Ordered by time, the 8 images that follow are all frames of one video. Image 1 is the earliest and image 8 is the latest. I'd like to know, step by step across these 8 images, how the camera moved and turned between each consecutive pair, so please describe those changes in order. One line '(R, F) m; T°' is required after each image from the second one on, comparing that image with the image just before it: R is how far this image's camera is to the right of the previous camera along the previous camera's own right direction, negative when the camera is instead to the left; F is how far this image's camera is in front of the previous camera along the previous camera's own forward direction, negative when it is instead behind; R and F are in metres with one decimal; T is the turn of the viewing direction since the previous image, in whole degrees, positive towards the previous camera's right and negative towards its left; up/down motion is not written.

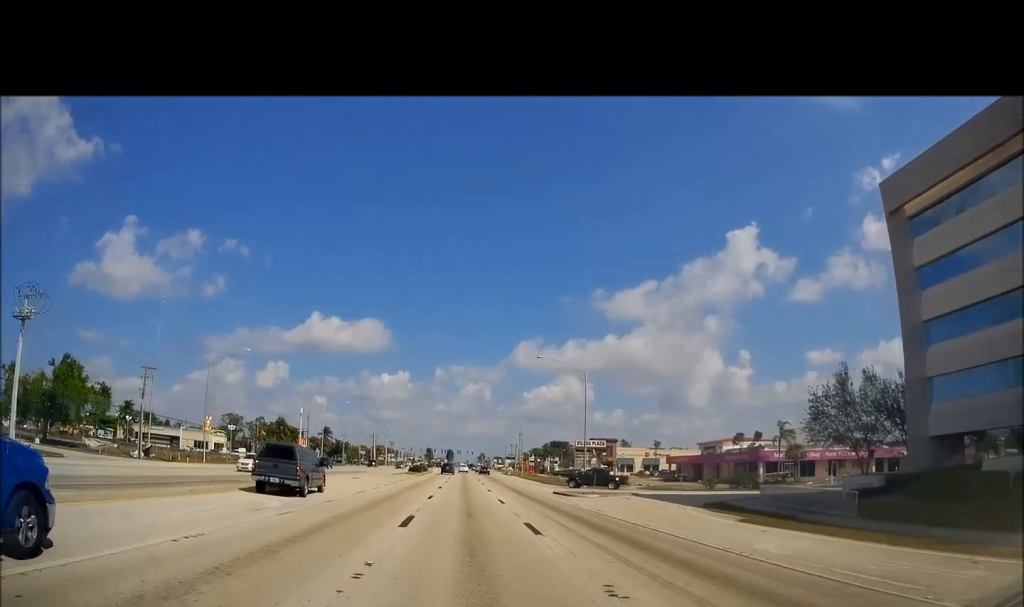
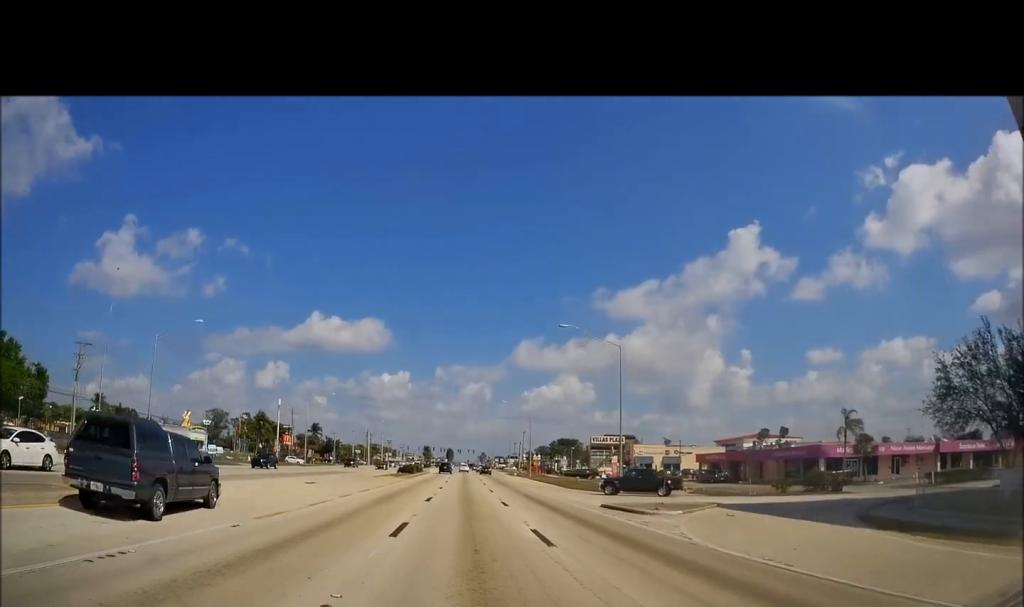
(-0.3, +14.1) m; 0°
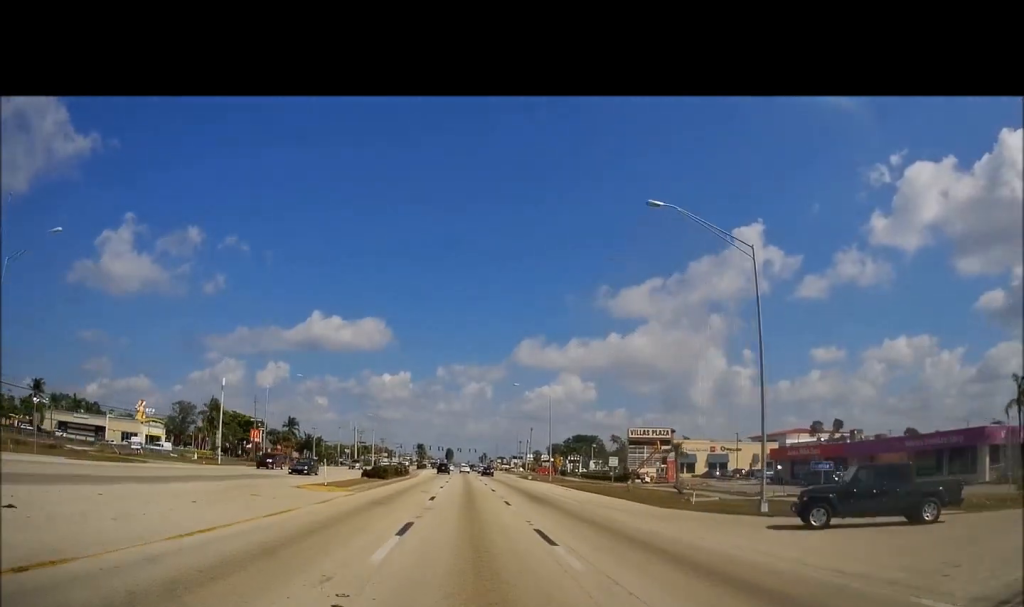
(+0.2, +24.2) m; +1°
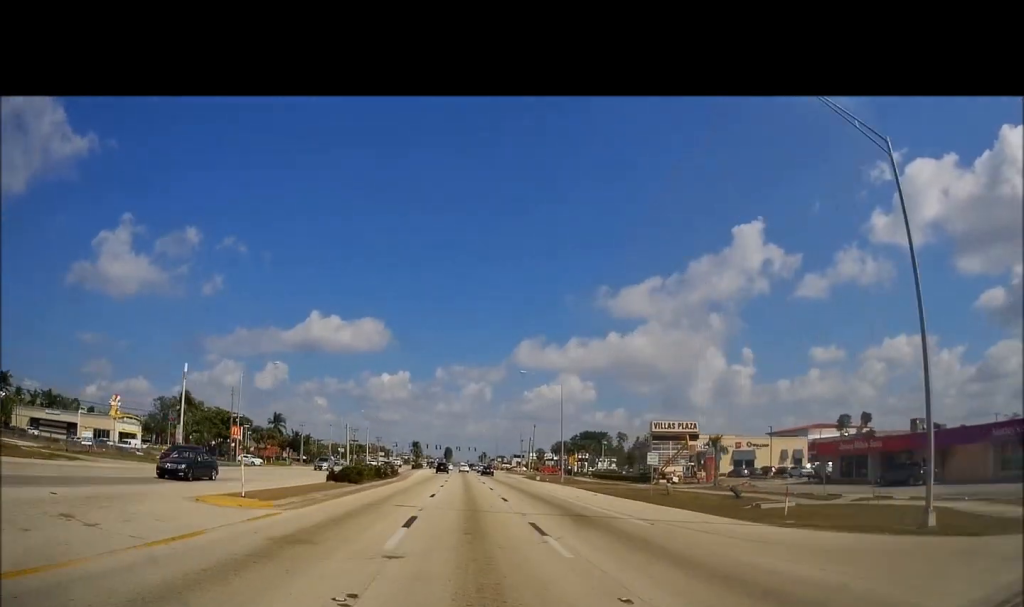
(+0.1, +10.8) m; 0°
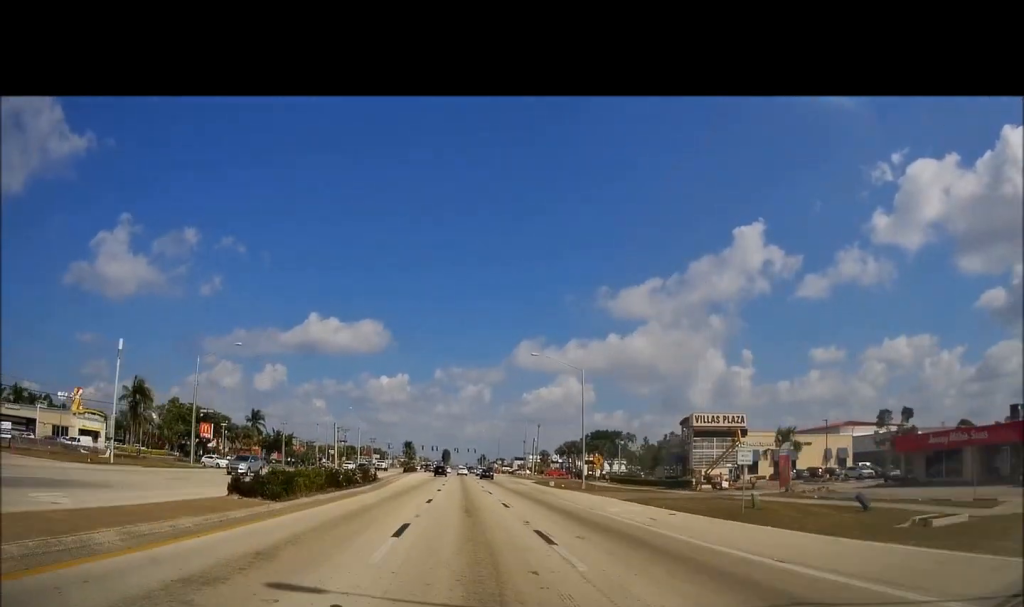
(0.0, +13.7) m; 0°
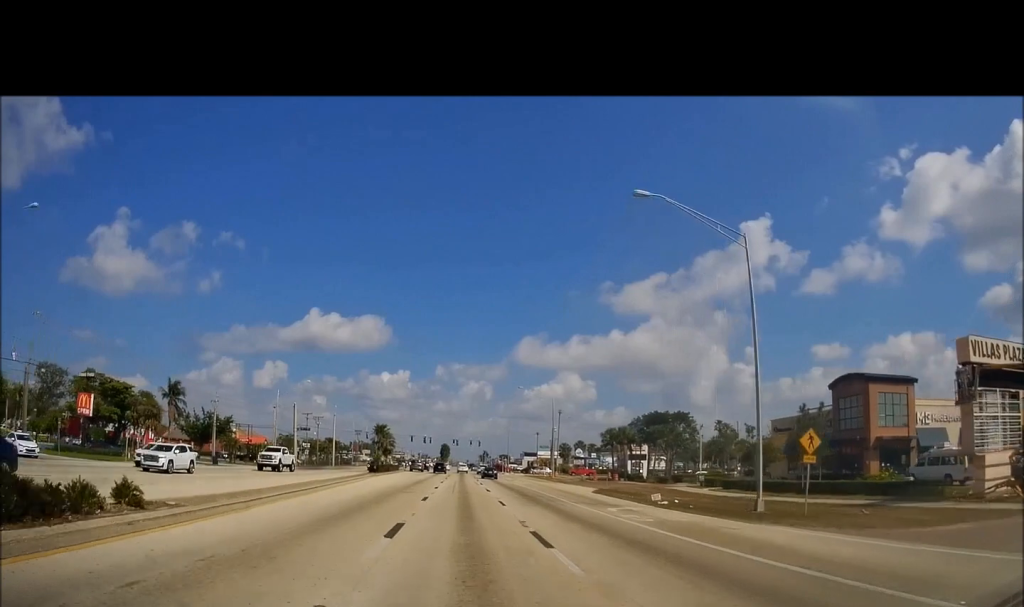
(0.0, +36.2) m; -1°
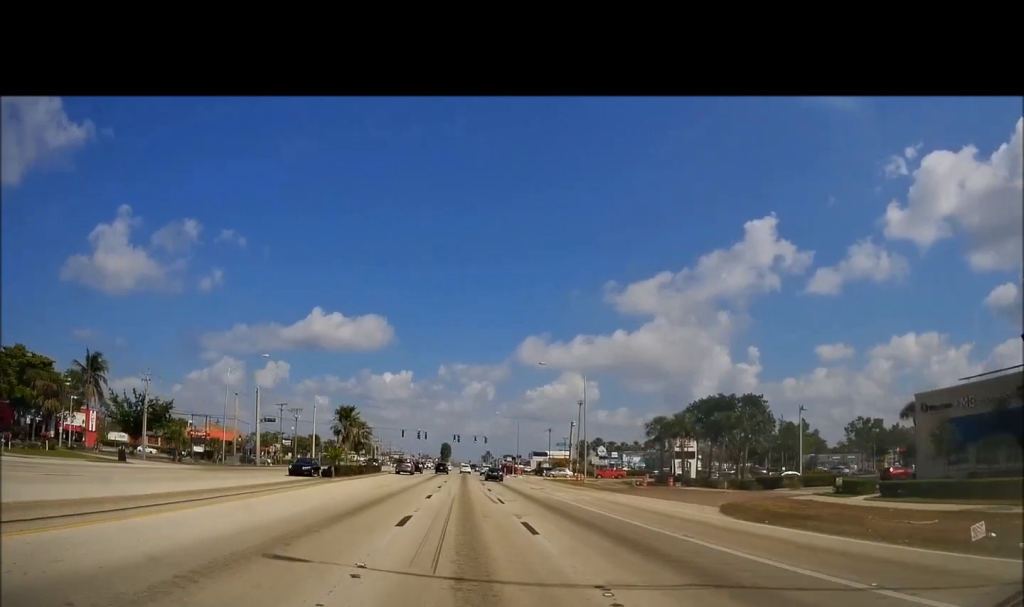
(-0.3, +21.8) m; -1°
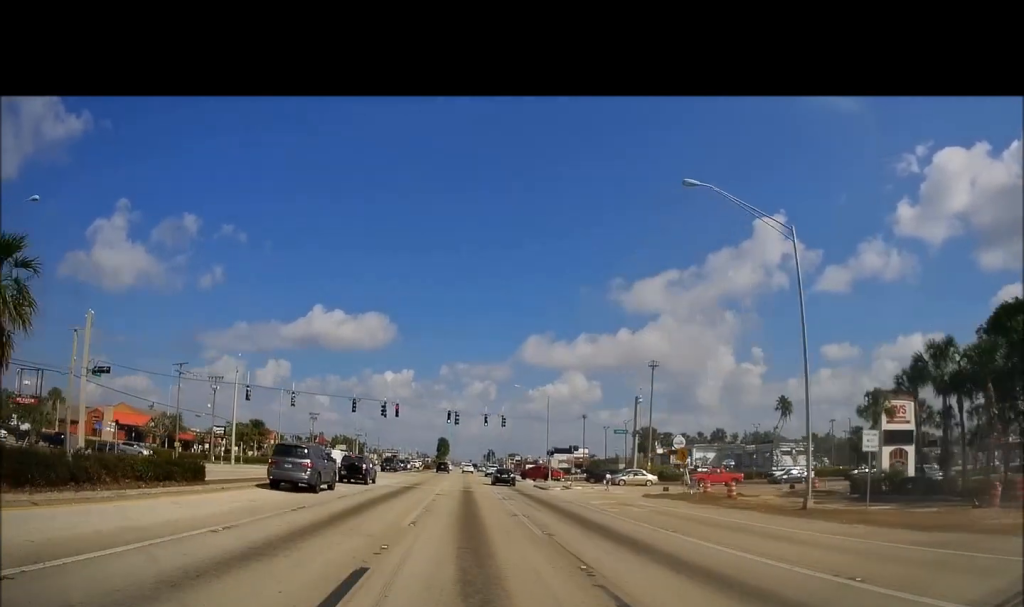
(0.0, +45.5) m; 0°
